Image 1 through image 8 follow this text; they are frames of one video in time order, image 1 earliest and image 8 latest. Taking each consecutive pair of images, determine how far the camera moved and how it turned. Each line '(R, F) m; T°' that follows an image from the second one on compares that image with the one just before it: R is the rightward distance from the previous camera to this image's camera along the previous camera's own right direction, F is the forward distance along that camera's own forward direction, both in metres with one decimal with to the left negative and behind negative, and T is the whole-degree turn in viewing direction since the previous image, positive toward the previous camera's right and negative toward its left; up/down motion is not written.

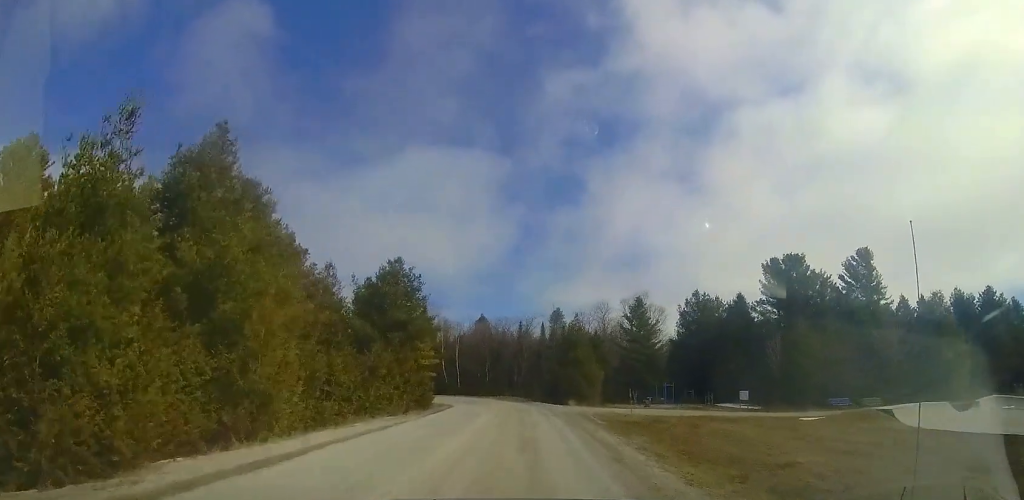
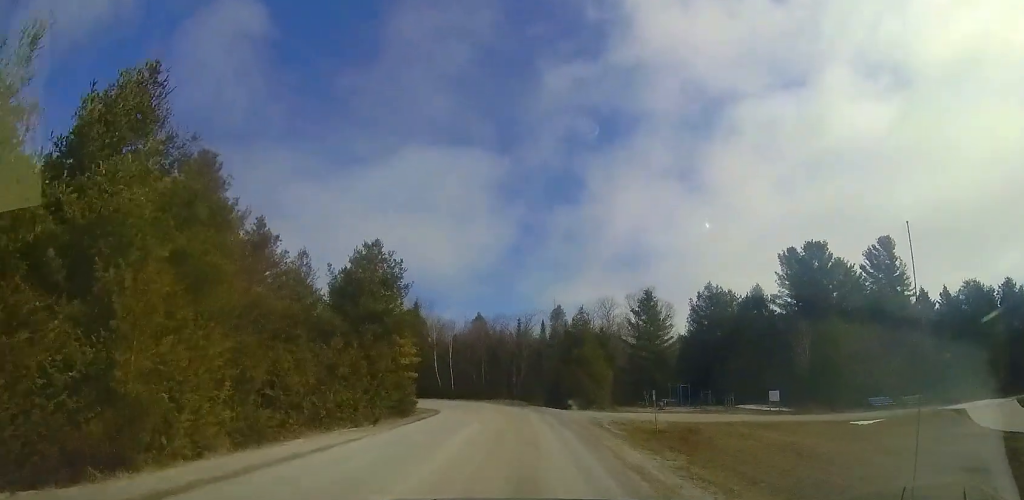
(0.0, +4.2) m; +1°
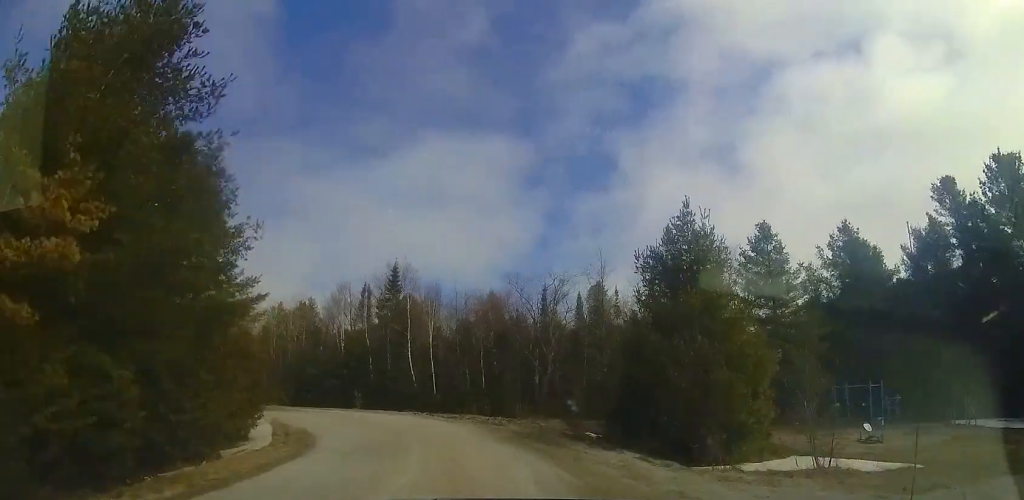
(-1.4, +19.9) m; -13°
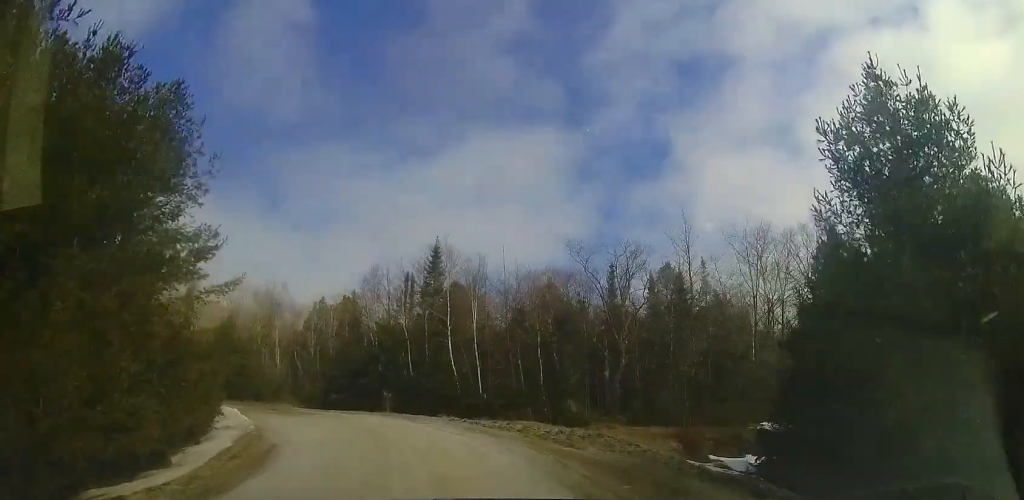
(-0.4, +6.9) m; -7°
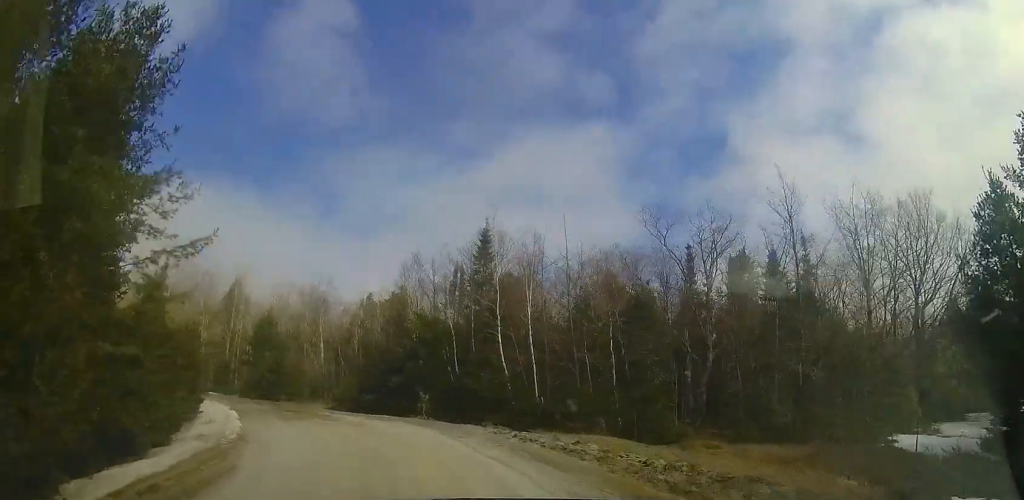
(-0.3, +4.8) m; -10°
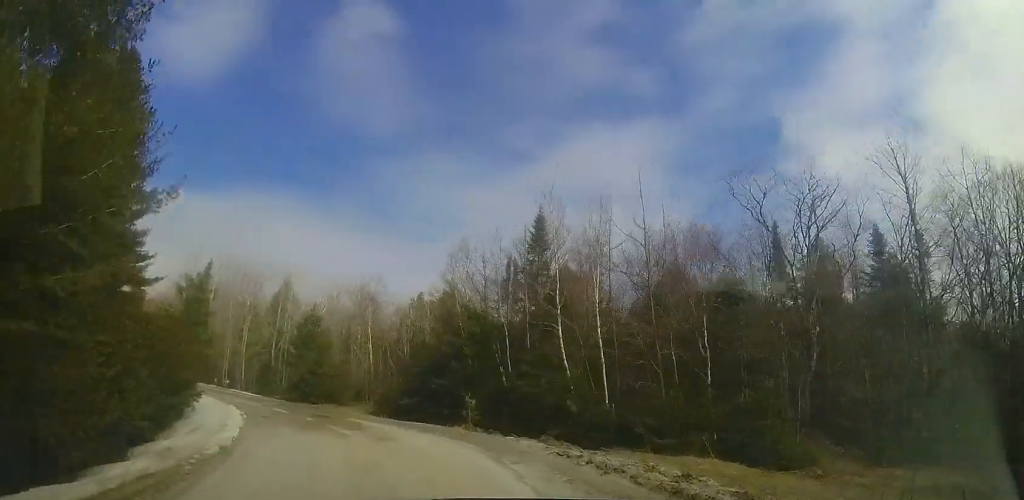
(+0.3, +3.7) m; -8°
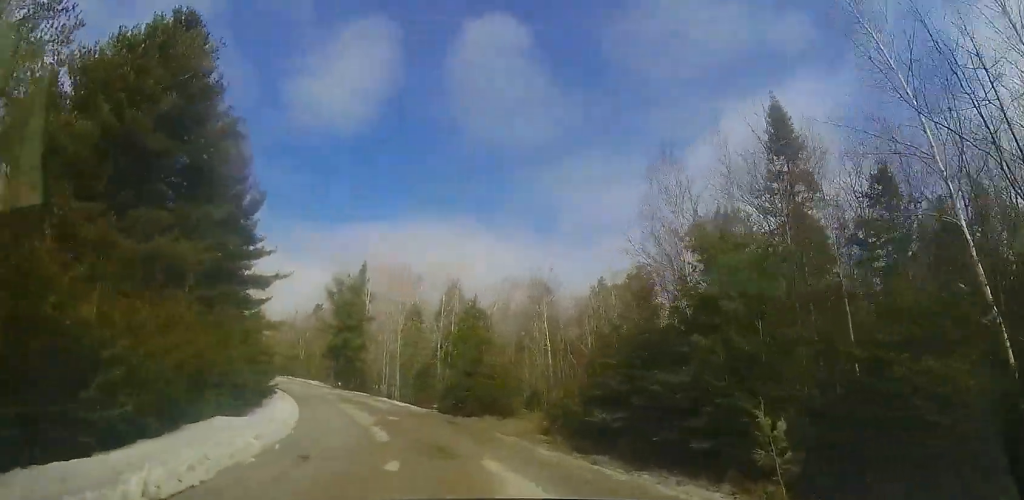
(-2.5, +10.2) m; -19°
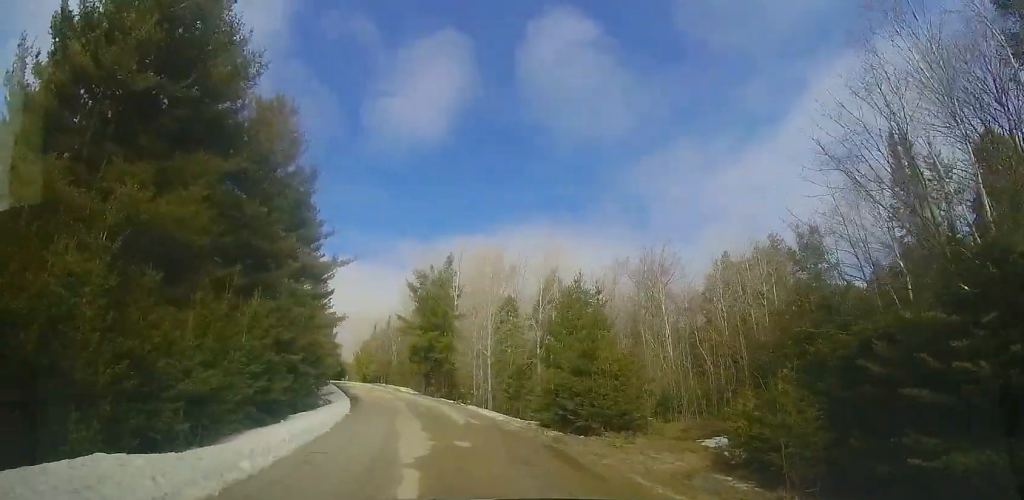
(-0.4, +6.9) m; -14°
